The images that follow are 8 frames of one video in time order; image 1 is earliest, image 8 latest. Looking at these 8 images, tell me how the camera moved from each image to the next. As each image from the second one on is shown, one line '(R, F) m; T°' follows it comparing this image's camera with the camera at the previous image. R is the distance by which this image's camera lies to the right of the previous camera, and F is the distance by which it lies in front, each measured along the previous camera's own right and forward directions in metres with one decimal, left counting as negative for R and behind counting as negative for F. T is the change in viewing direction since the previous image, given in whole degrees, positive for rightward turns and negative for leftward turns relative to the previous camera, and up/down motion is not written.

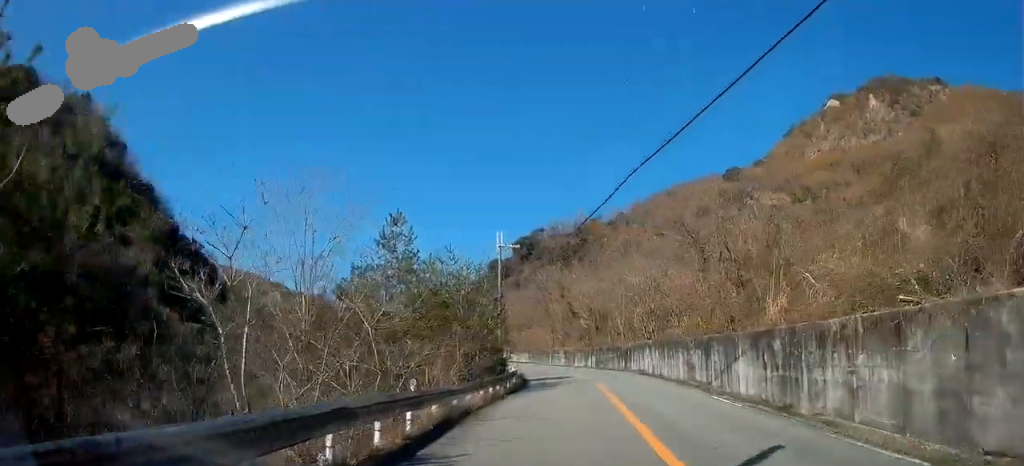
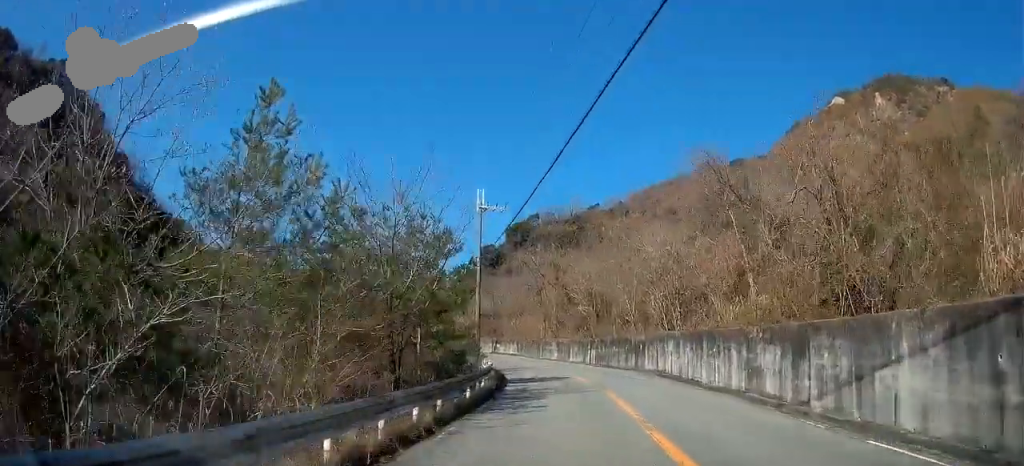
(+0.1, +10.0) m; 0°
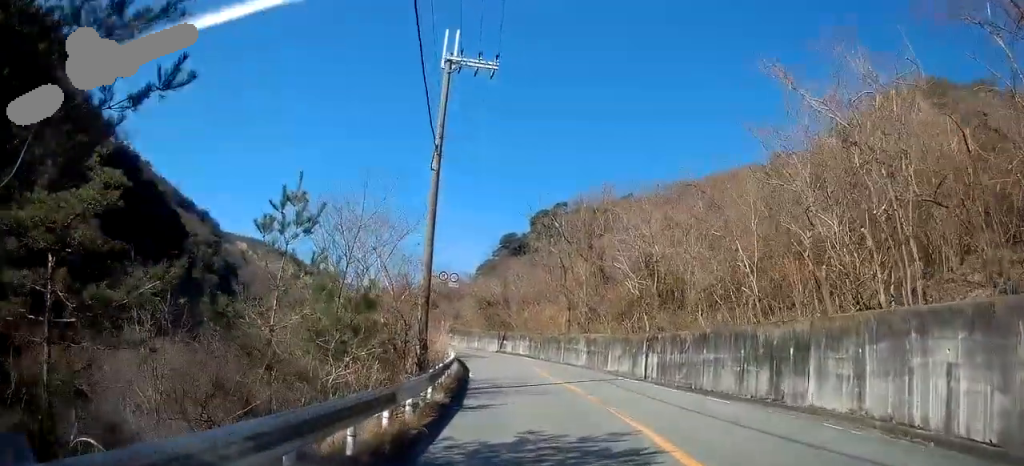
(-0.1, +19.8) m; -3°
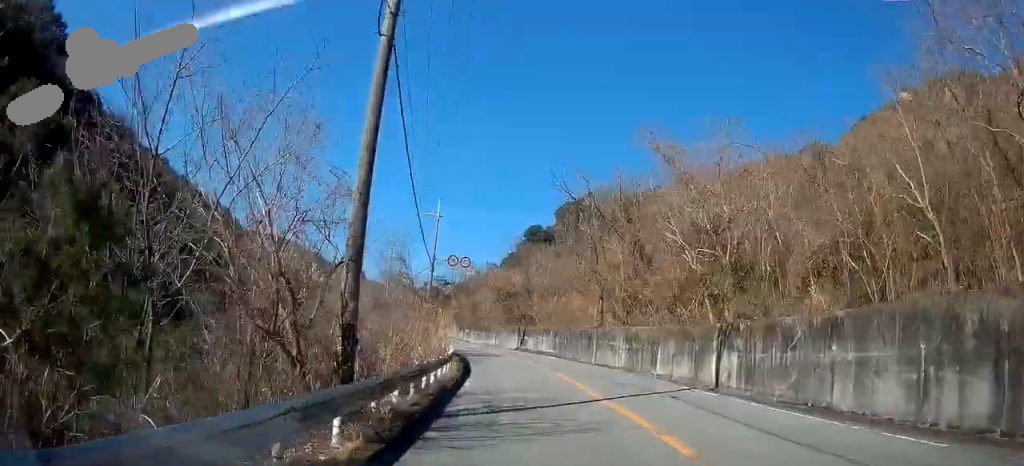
(-0.3, +7.9) m; -3°
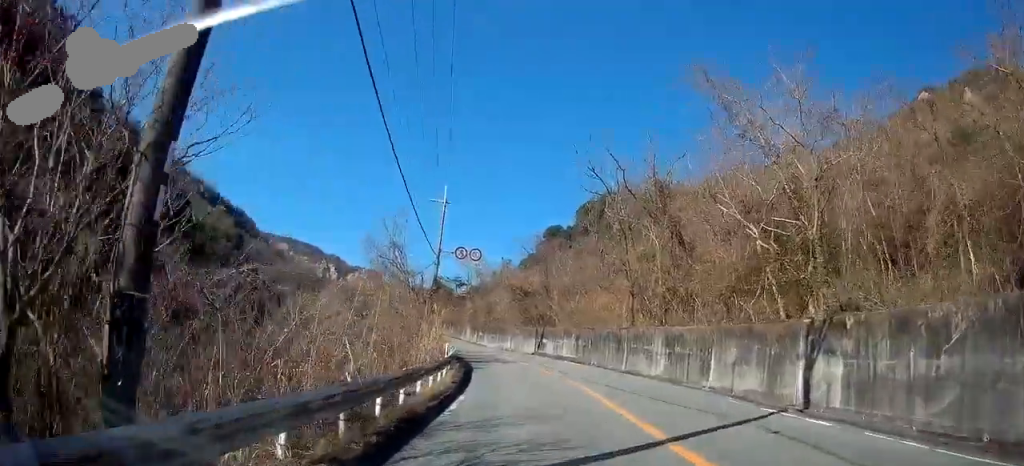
(-0.1, +5.7) m; -2°
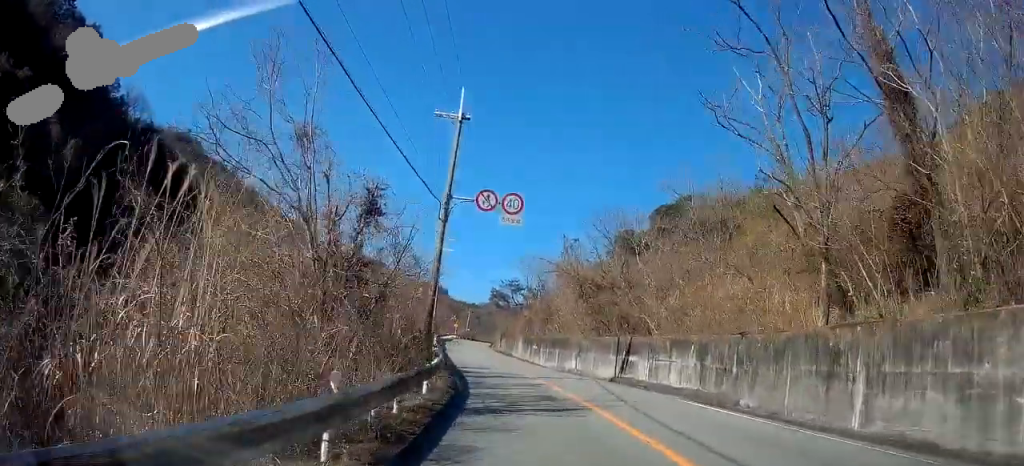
(-1.1, +18.0) m; -8°
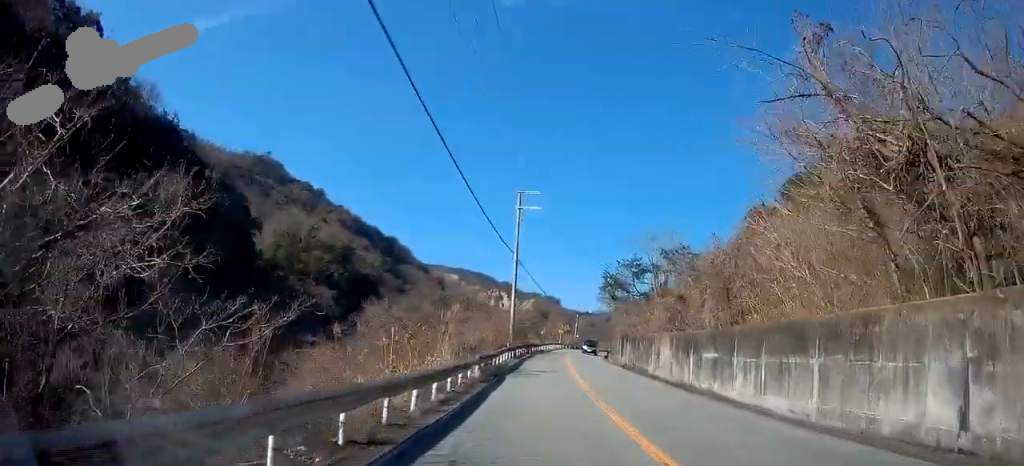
(-2.8, +26.8) m; -9°
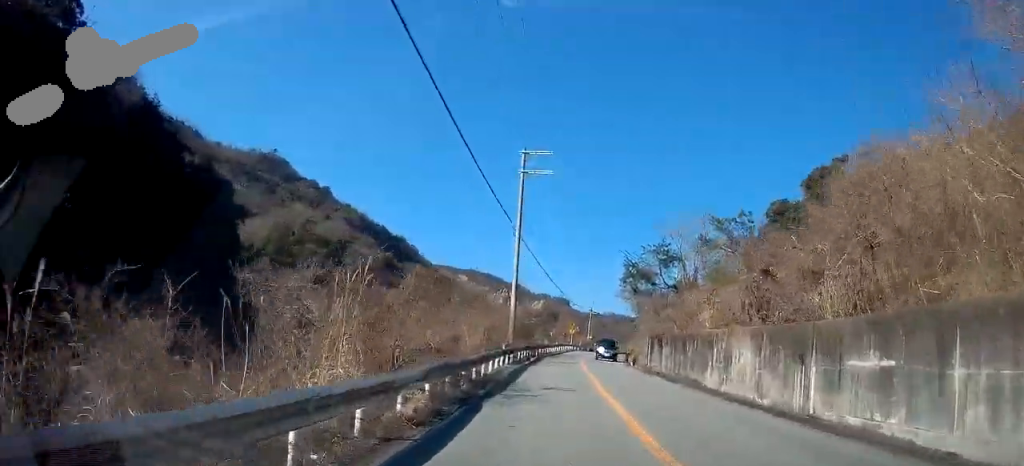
(-0.2, +10.2) m; -2°
